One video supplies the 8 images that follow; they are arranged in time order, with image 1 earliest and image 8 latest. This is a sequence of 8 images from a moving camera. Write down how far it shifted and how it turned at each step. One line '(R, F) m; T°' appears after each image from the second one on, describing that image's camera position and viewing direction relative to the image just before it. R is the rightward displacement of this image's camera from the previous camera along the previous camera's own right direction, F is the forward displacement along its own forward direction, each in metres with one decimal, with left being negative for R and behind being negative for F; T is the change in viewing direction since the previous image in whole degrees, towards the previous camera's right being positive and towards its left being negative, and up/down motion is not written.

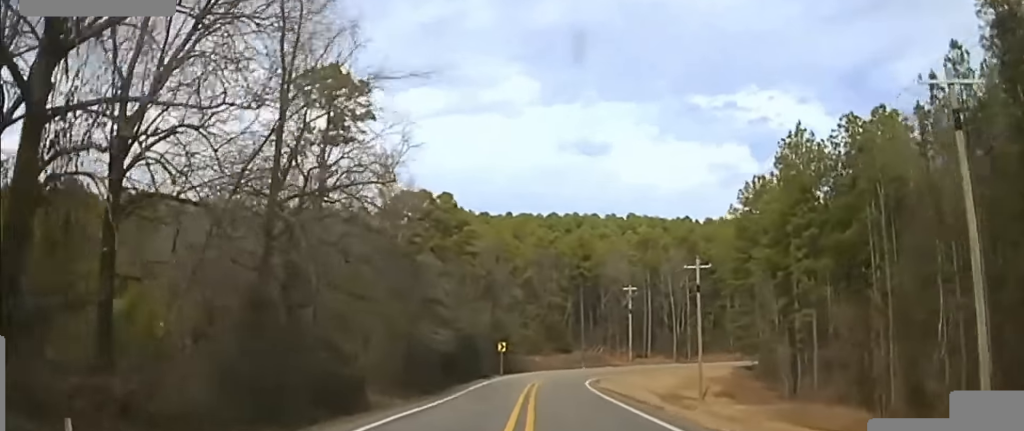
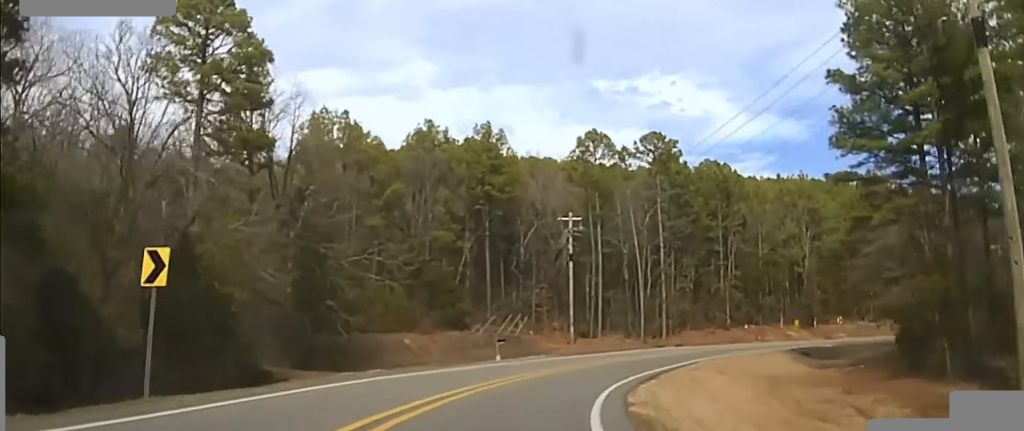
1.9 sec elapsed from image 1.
(+3.2, +55.2) m; +8°
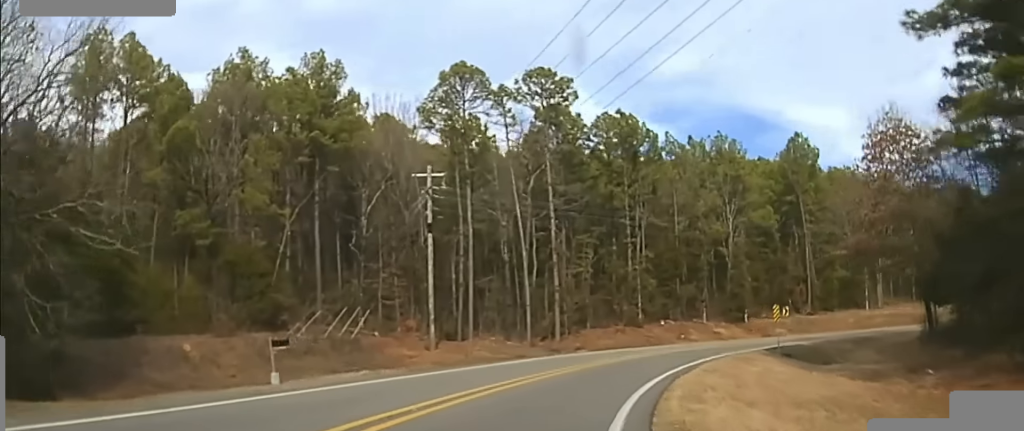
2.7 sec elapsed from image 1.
(+0.5, +20.7) m; +6°
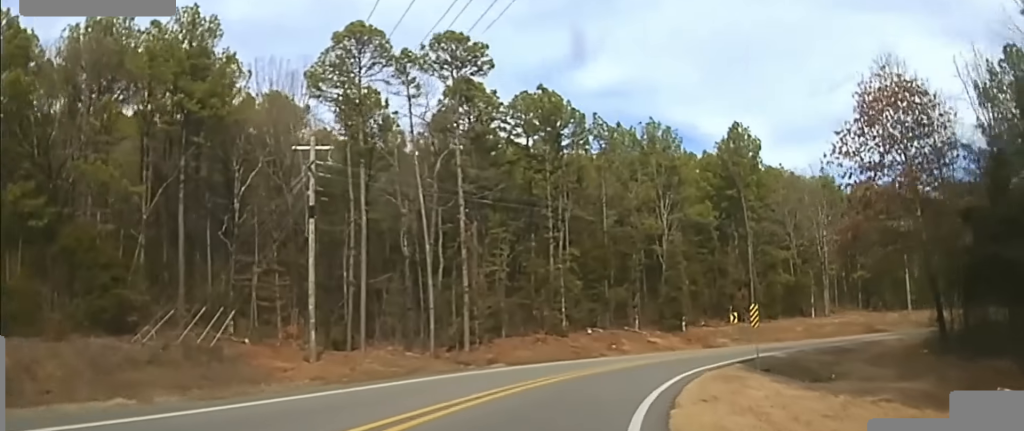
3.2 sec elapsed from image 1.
(+0.3, +9.7) m; +6°
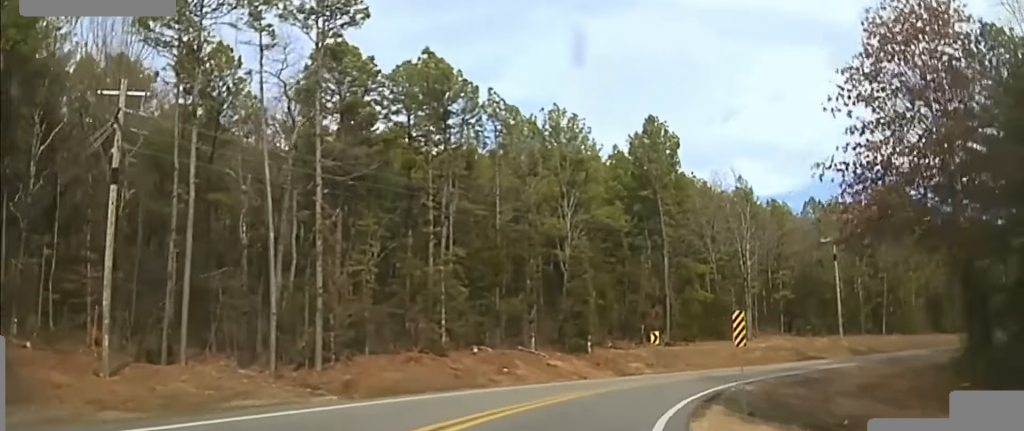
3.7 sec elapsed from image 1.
(+0.4, +11.6) m; +8°
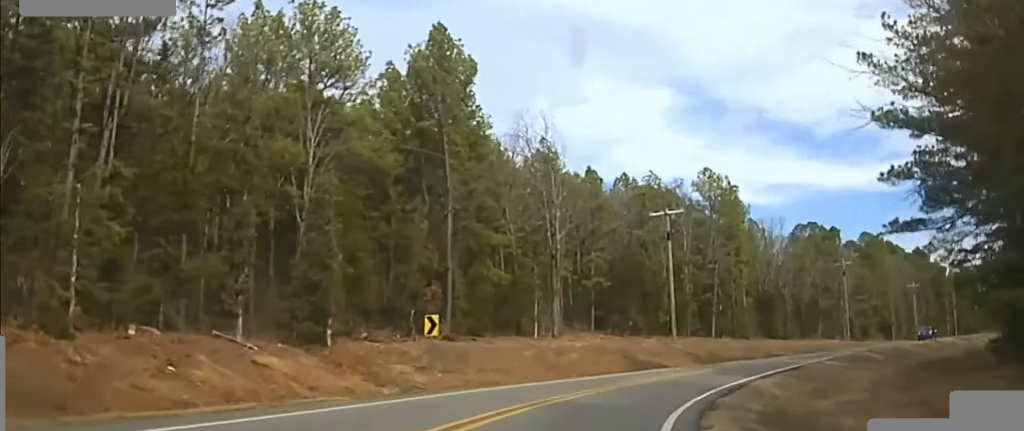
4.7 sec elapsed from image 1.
(+3.2, +21.0) m; +18°
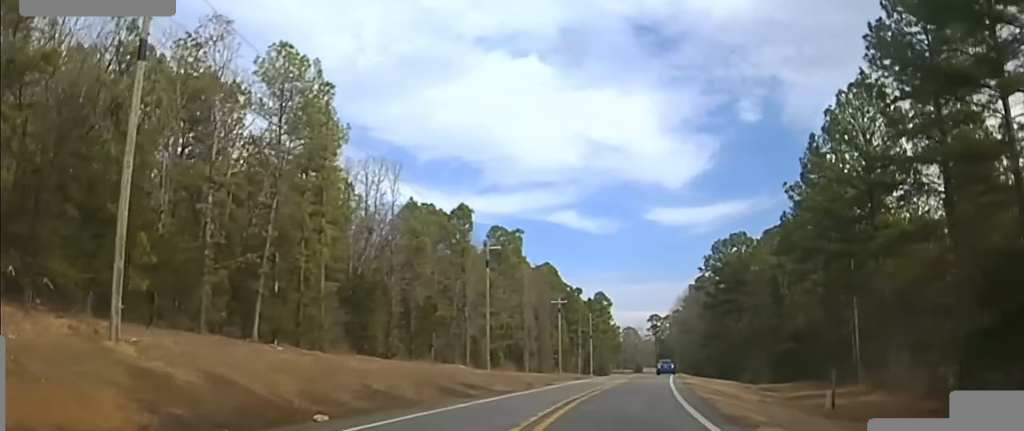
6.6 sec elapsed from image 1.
(+14.7, +52.1) m; +22°
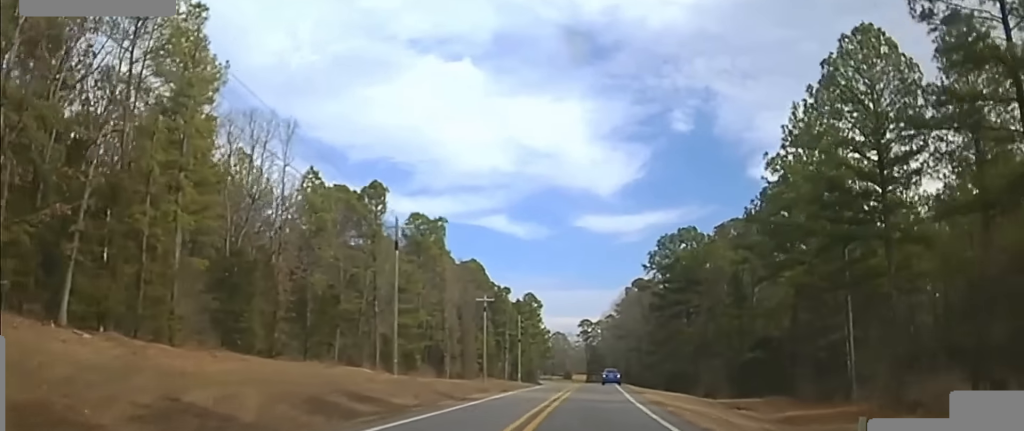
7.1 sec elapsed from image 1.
(-0.1, +16.7) m; +1°
